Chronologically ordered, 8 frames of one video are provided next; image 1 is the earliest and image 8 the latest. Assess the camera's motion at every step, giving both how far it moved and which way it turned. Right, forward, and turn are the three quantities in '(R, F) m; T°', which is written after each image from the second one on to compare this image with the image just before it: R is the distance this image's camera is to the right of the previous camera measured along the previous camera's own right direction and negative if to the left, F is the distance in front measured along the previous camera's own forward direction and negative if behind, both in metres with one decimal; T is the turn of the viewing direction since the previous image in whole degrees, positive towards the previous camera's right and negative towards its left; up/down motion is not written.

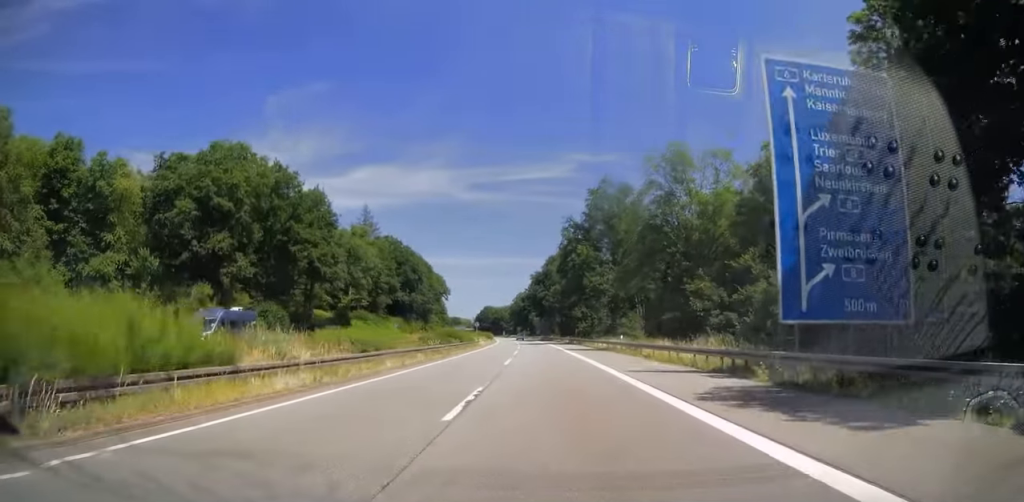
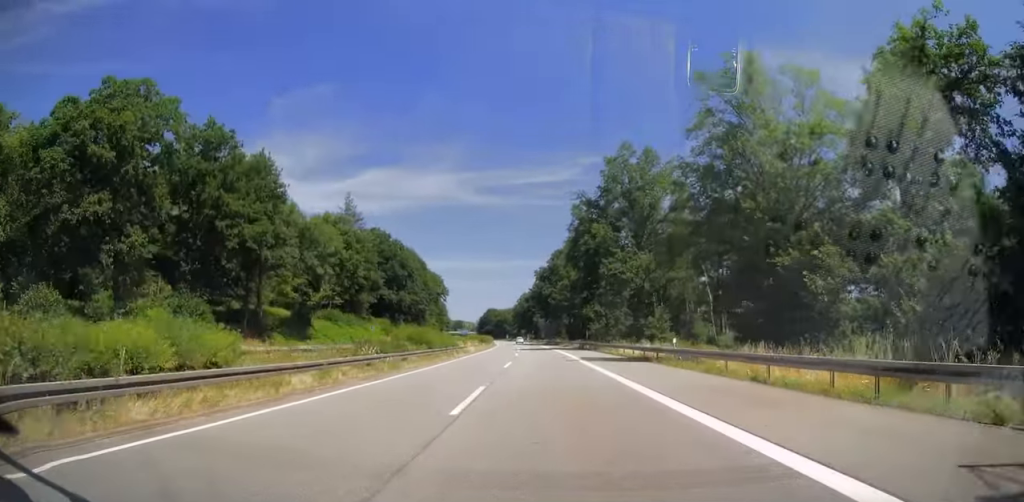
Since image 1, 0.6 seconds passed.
(-0.2, +17.2) m; -1°
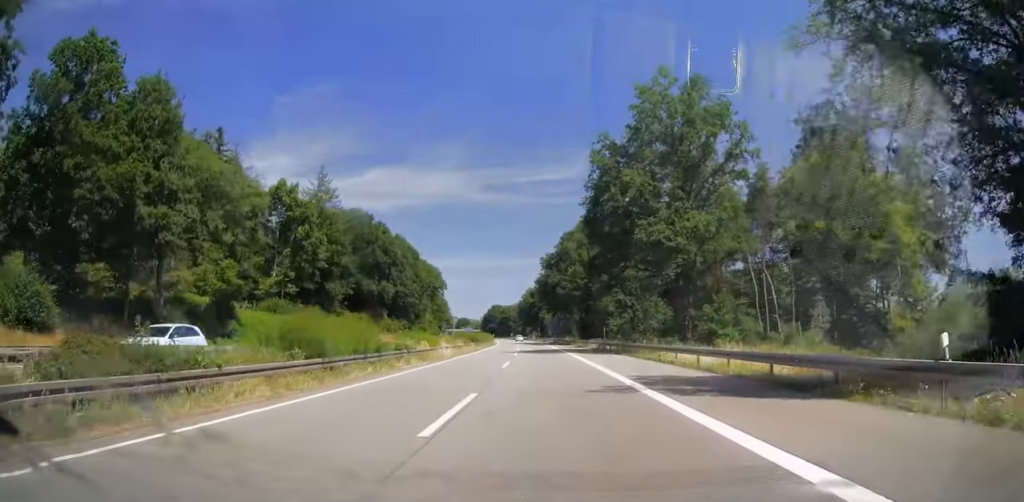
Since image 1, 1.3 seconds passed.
(-0.2, +20.2) m; -1°
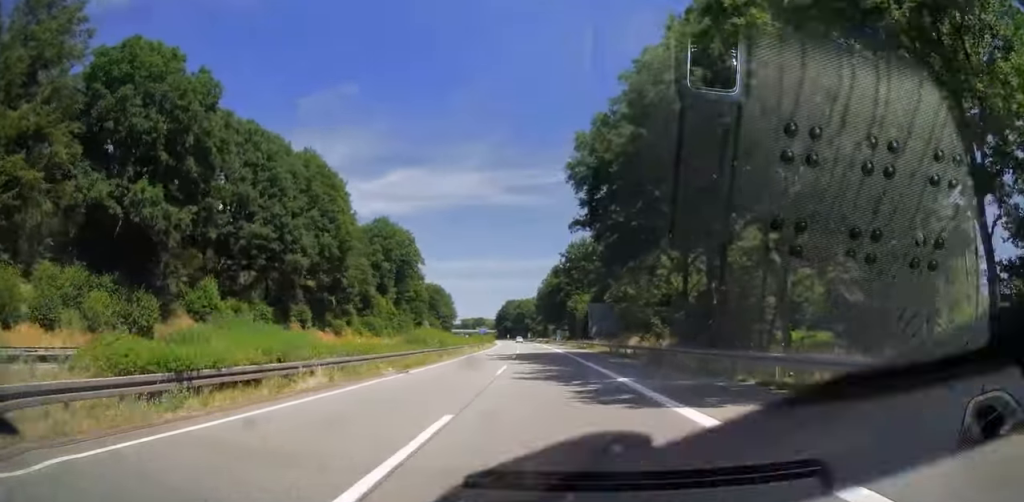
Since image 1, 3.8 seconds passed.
(-0.4, +76.1) m; -1°
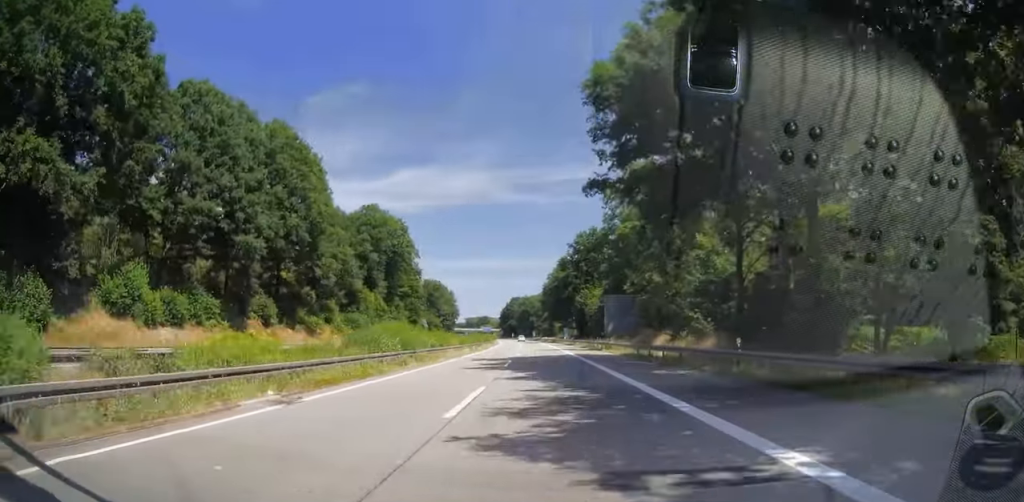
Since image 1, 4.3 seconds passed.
(+0.1, +12.3) m; -1°
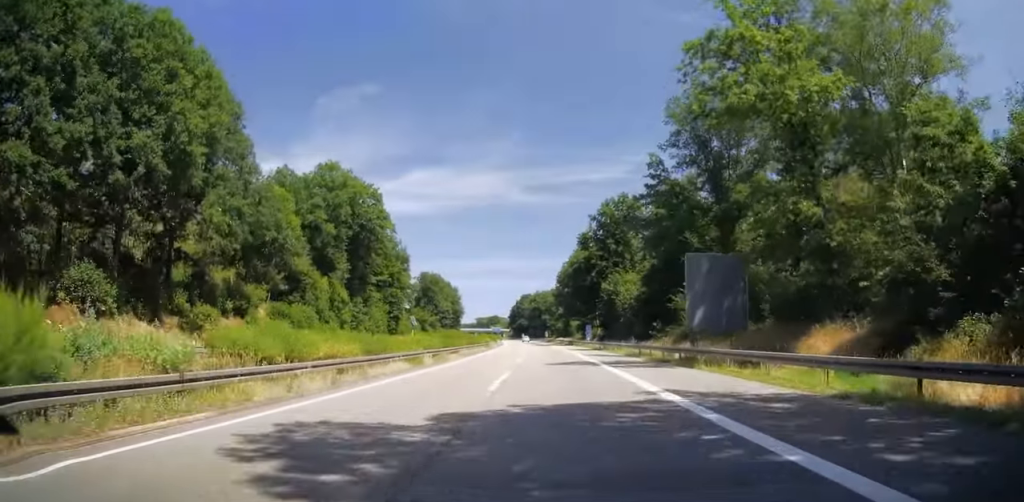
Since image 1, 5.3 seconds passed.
(-0.5, +29.9) m; -2°
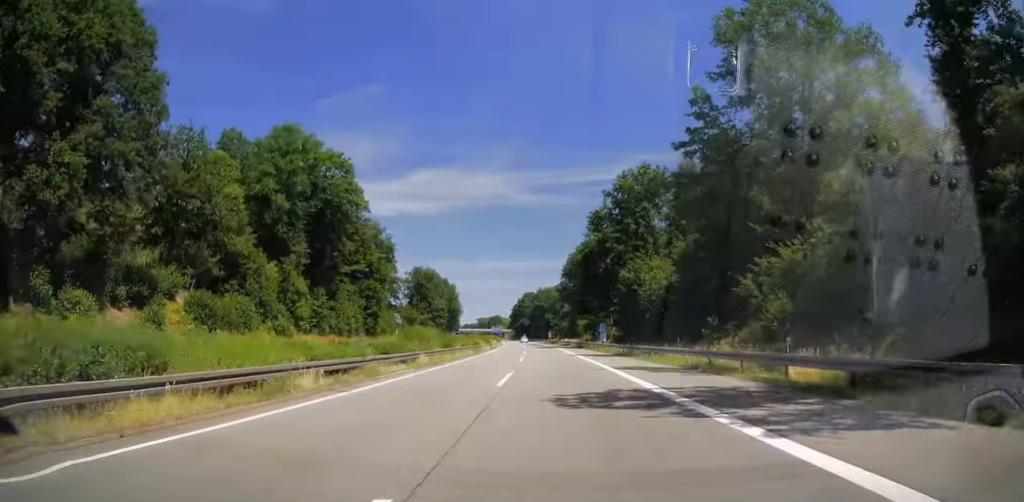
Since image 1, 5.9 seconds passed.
(-0.2, +17.2) m; 0°
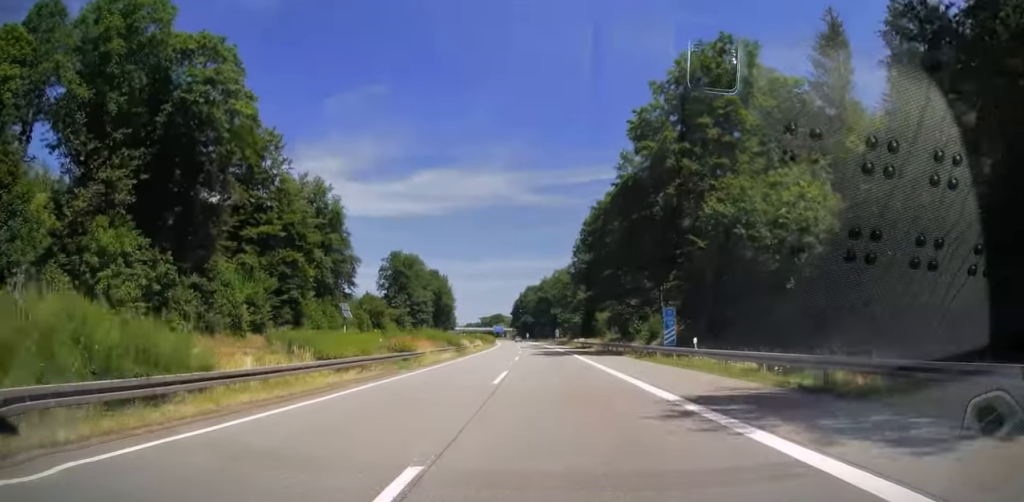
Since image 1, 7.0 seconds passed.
(0.0, +34.9) m; 0°
